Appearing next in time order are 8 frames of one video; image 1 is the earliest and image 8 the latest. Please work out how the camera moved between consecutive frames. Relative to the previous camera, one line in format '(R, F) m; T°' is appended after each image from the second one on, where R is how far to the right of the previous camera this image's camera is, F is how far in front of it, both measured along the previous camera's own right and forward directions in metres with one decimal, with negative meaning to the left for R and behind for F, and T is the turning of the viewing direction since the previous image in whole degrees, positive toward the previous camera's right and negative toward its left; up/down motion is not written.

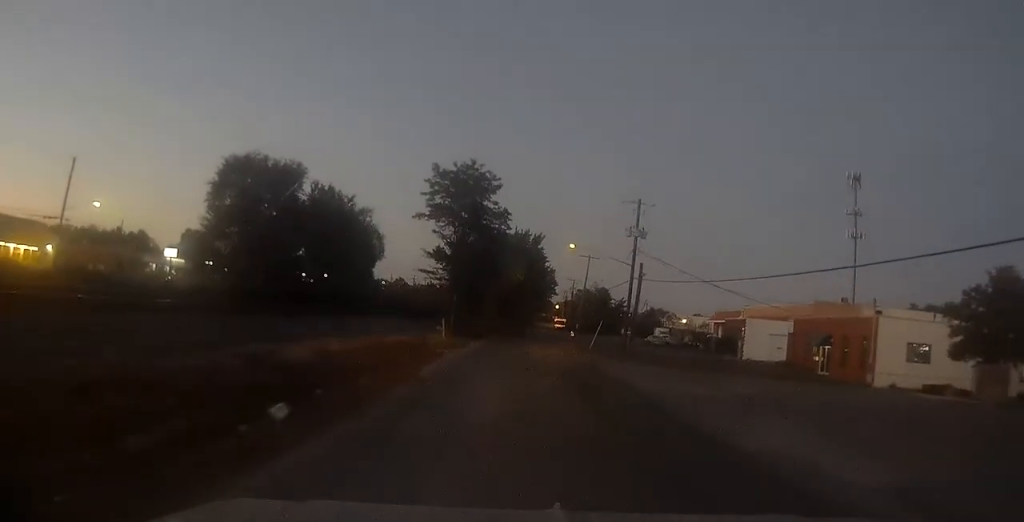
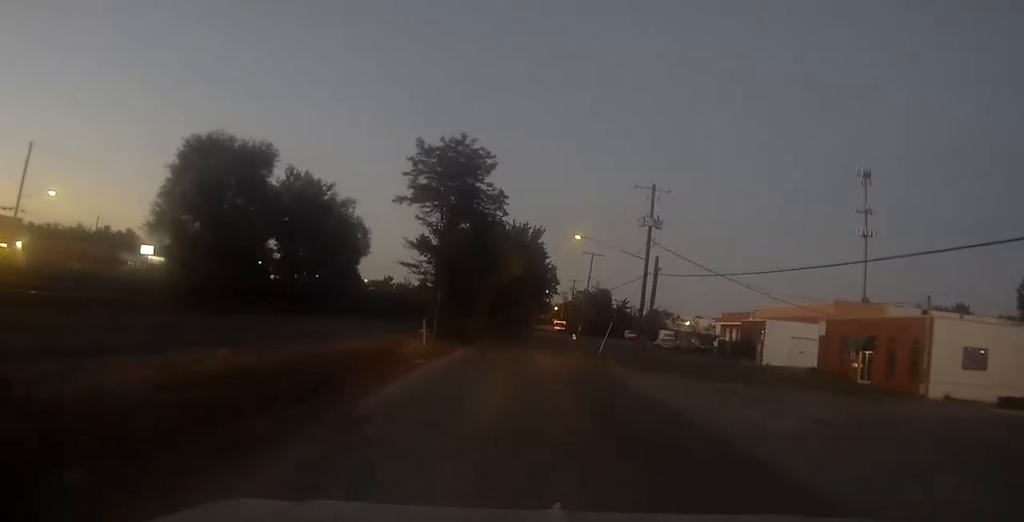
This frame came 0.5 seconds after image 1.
(+0.1, +6.5) m; +1°
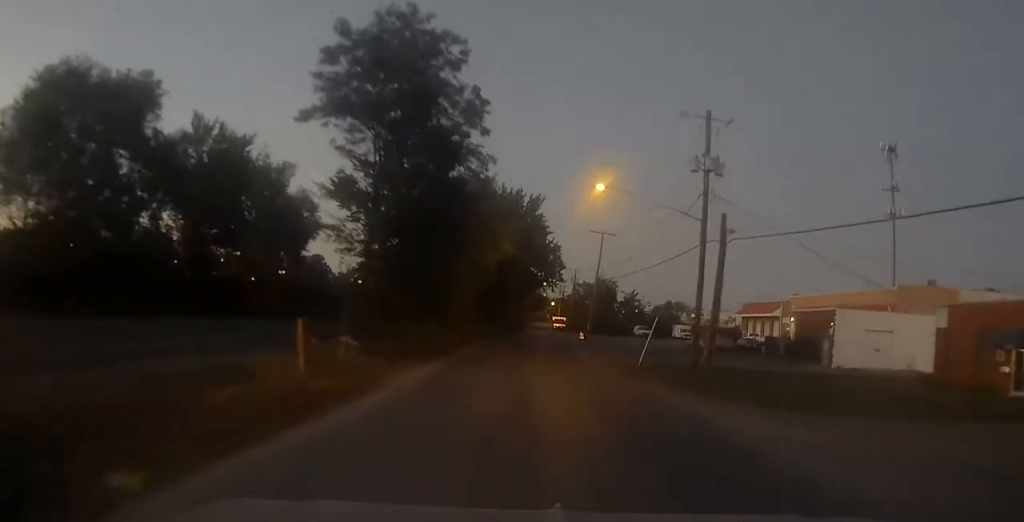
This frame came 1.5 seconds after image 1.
(0.0, +15.5) m; 0°
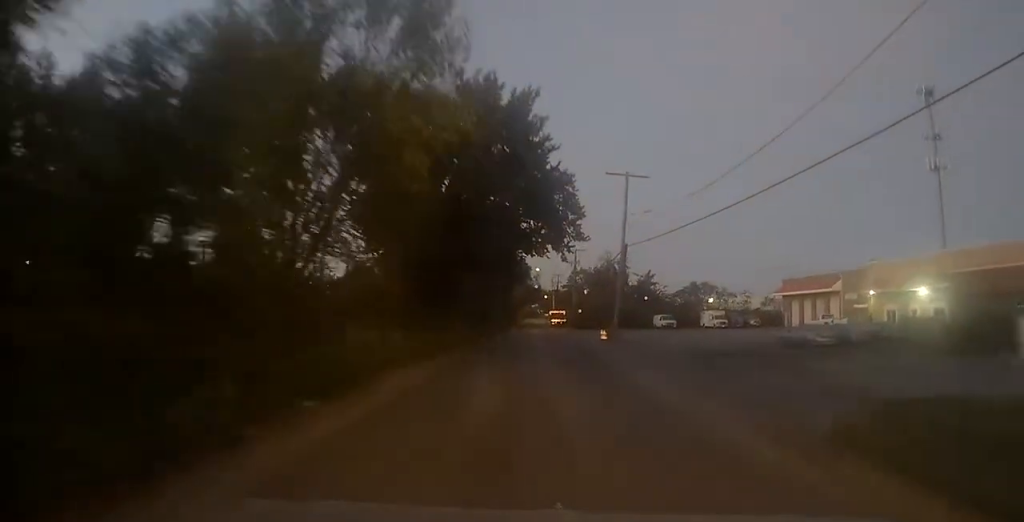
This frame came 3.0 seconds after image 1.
(0.0, +23.1) m; 0°
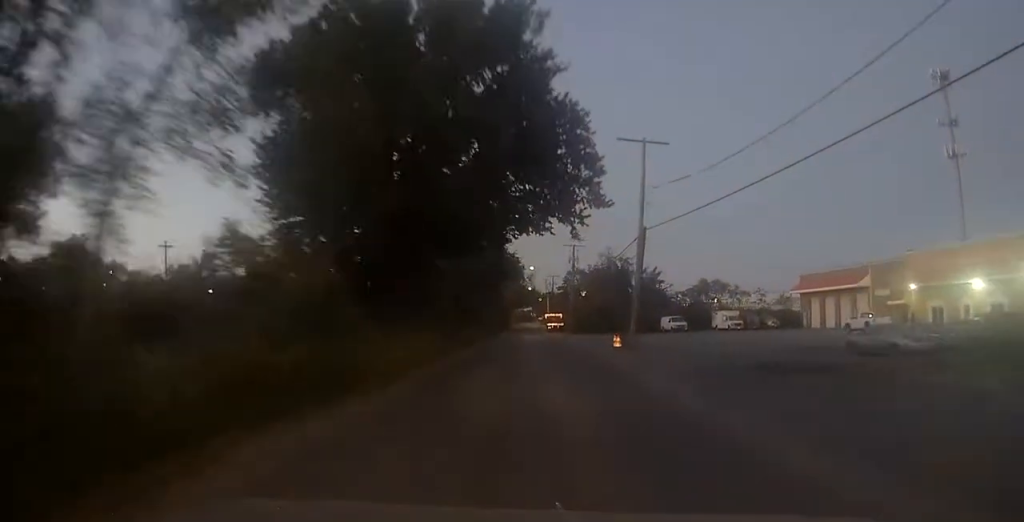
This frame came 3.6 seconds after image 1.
(0.0, +9.1) m; 0°
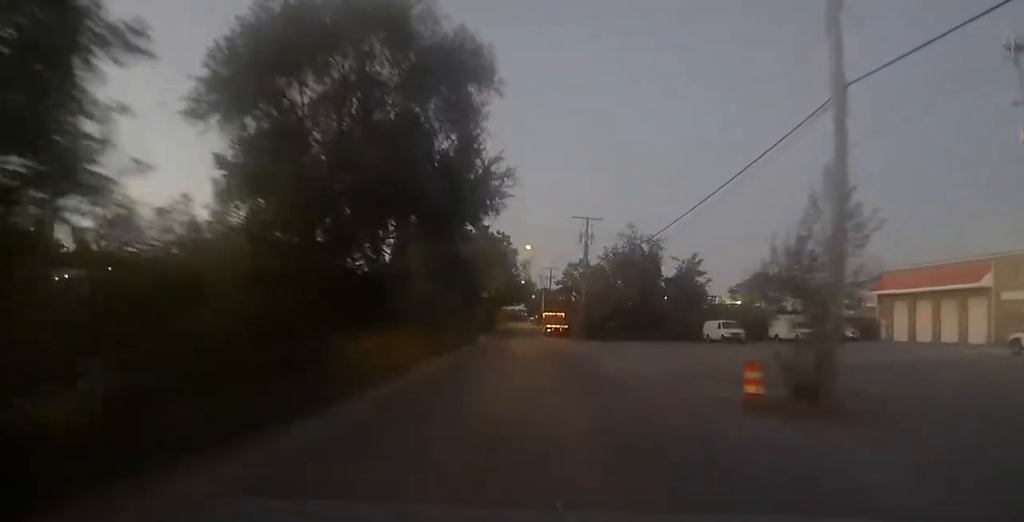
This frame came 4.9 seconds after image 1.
(+0.3, +22.5) m; +1°
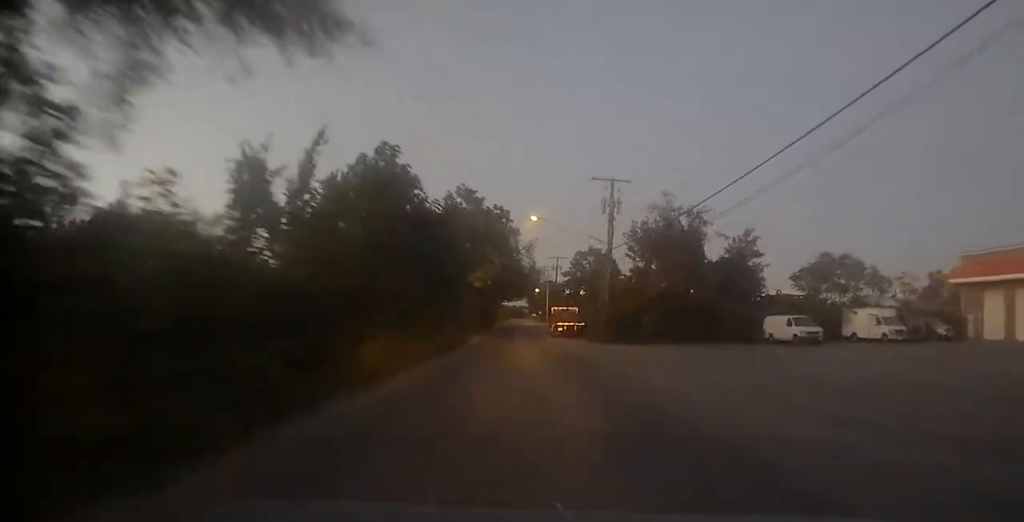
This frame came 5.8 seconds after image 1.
(0.0, +15.0) m; 0°
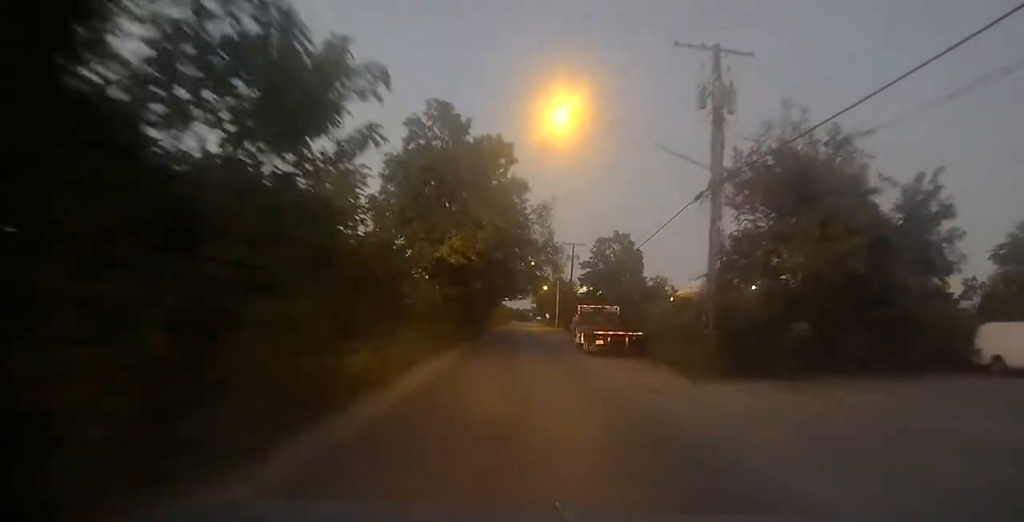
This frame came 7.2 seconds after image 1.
(+0.1, +24.1) m; -1°
